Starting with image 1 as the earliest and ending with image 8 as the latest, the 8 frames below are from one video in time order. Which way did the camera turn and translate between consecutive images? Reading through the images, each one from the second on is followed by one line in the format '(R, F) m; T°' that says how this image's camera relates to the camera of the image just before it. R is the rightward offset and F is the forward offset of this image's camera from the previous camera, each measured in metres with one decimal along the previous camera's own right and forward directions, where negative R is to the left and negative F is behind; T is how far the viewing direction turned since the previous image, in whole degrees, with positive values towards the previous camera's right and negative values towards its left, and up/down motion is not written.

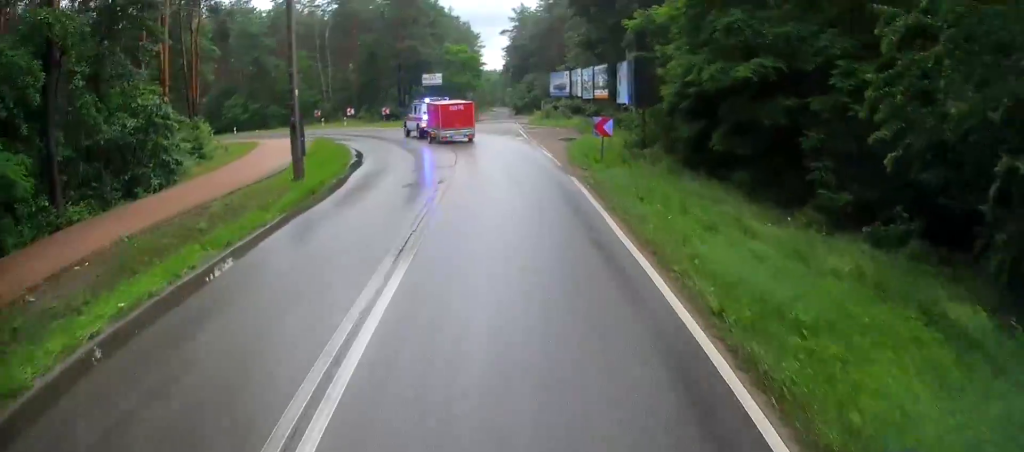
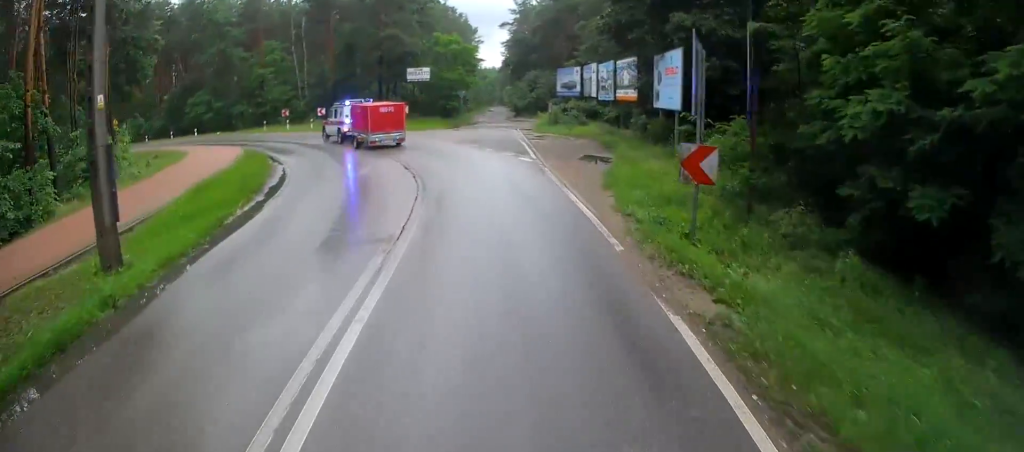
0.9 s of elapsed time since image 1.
(0.0, +10.3) m; -1°
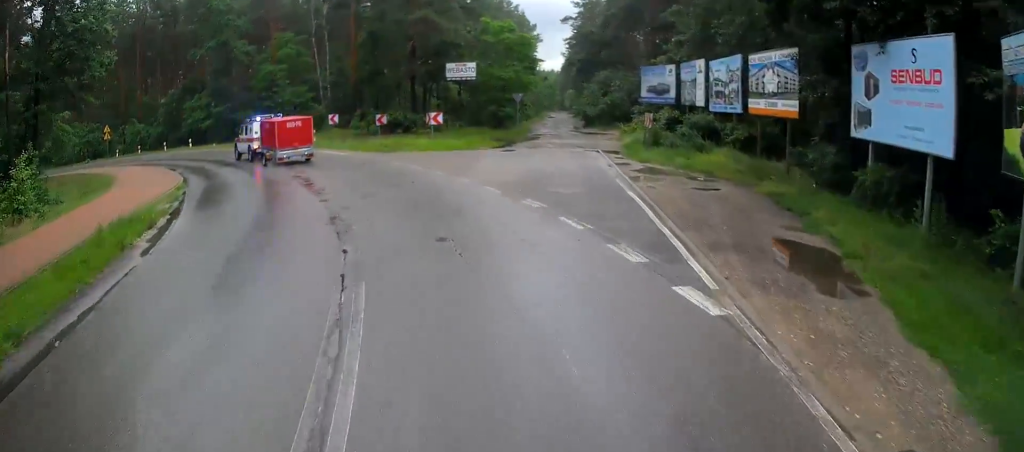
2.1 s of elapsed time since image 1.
(-0.4, +14.3) m; -6°
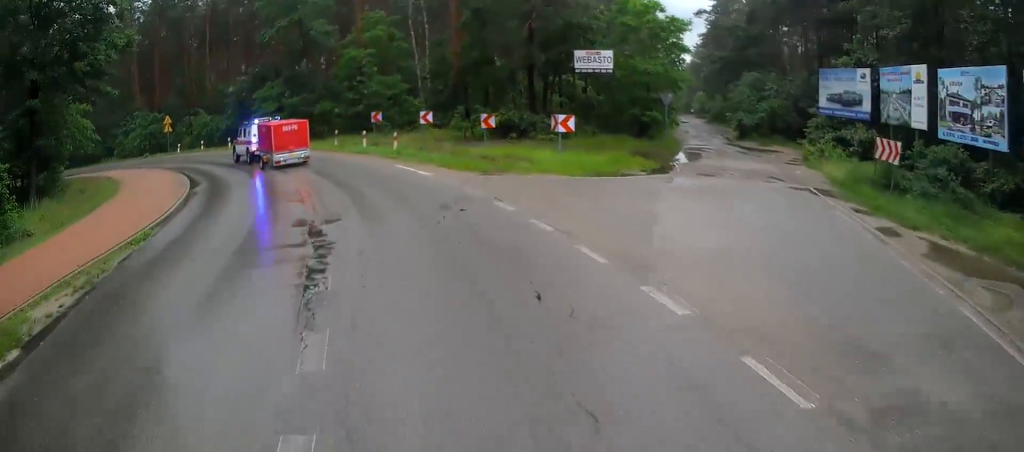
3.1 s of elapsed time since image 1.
(-0.6, +10.4) m; -6°
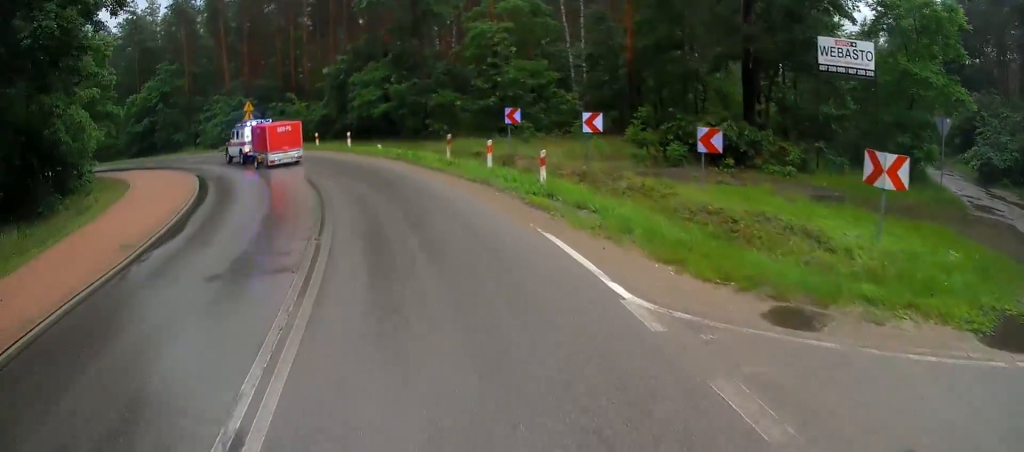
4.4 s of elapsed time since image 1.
(-1.0, +12.0) m; -14°
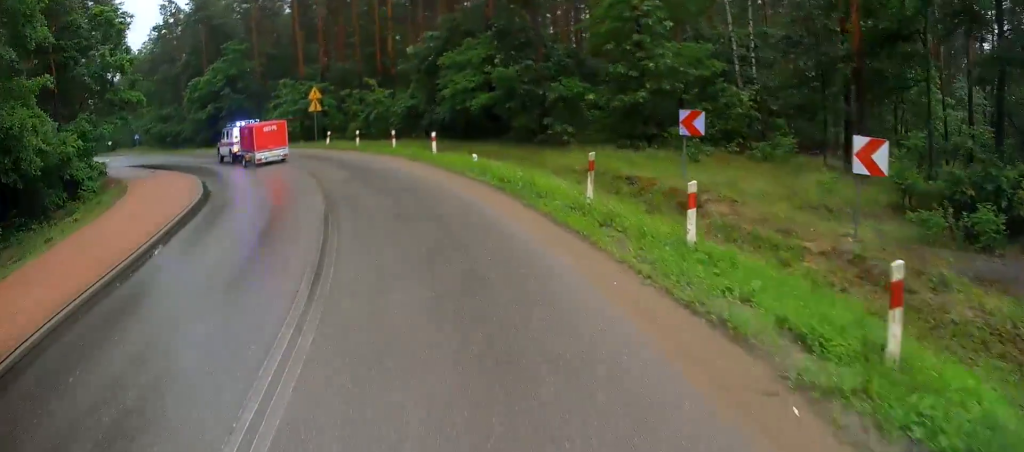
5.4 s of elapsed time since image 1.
(-1.3, +8.9) m; -13°
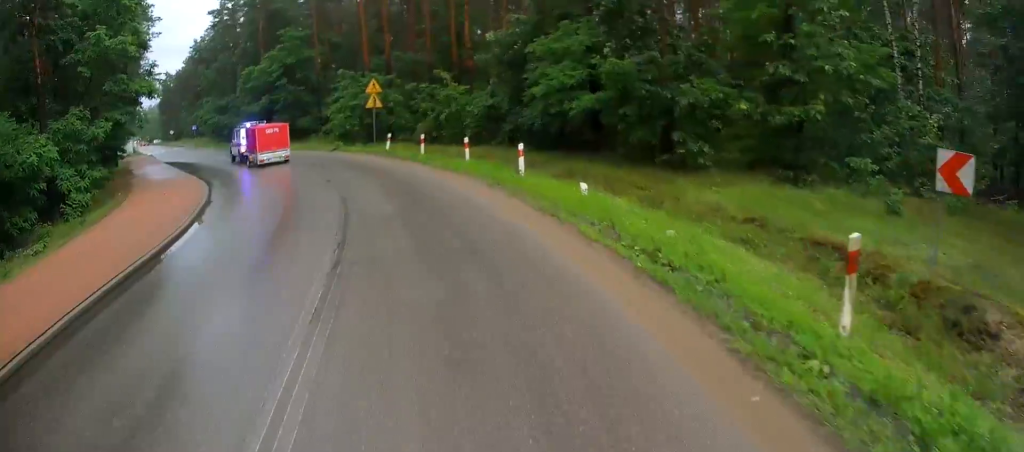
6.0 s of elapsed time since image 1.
(-0.4, +5.9) m; -7°
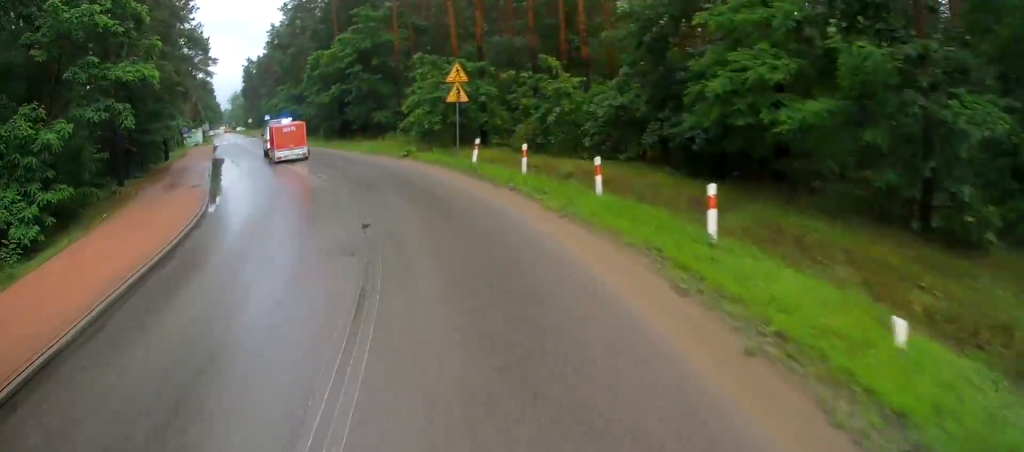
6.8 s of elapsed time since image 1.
(-0.6, +7.3) m; -8°
